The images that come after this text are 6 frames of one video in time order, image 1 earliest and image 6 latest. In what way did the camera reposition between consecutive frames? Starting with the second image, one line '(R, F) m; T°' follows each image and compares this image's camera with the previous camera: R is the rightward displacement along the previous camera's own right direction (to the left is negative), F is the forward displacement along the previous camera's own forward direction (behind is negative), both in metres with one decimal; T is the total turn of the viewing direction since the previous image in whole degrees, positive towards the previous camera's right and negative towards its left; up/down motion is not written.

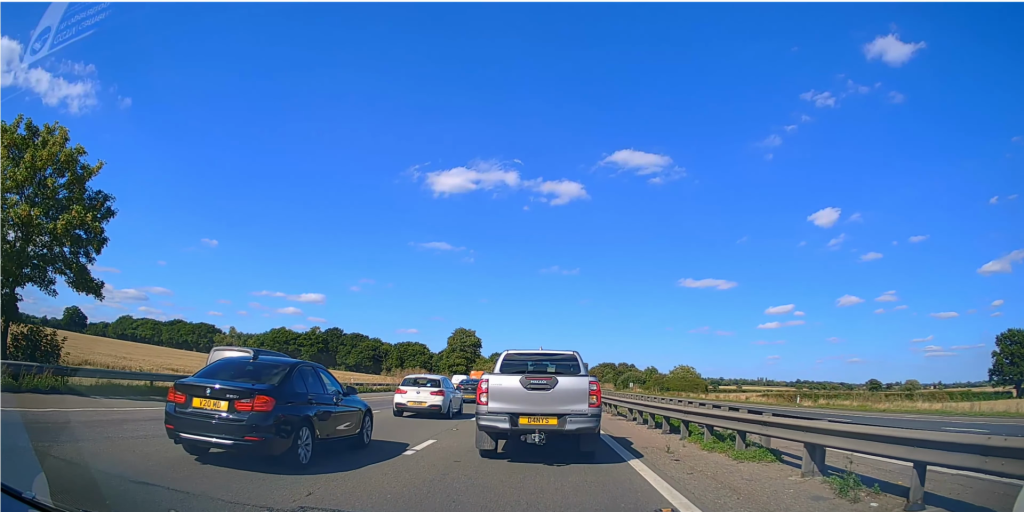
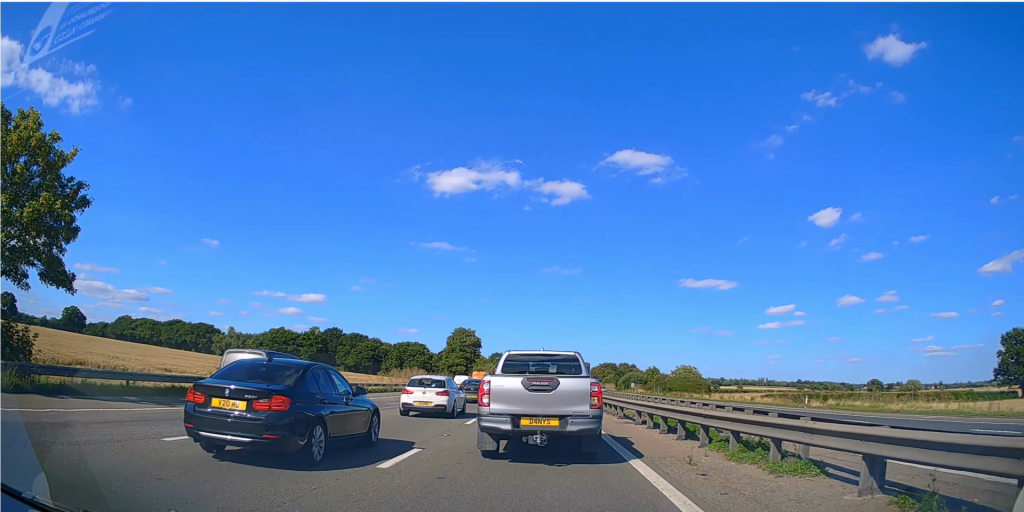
(-0.1, +1.7) m; +1°
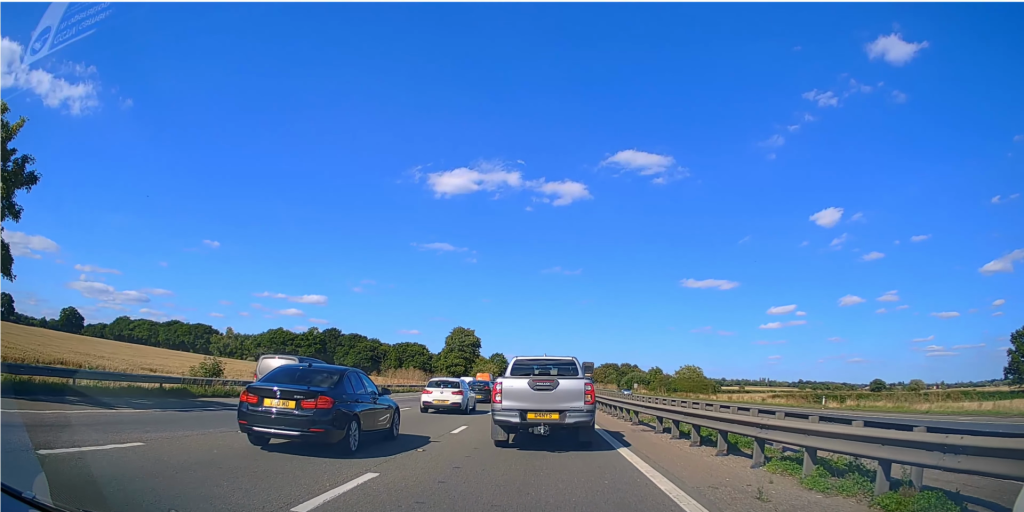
(+0.2, +3.2) m; +1°
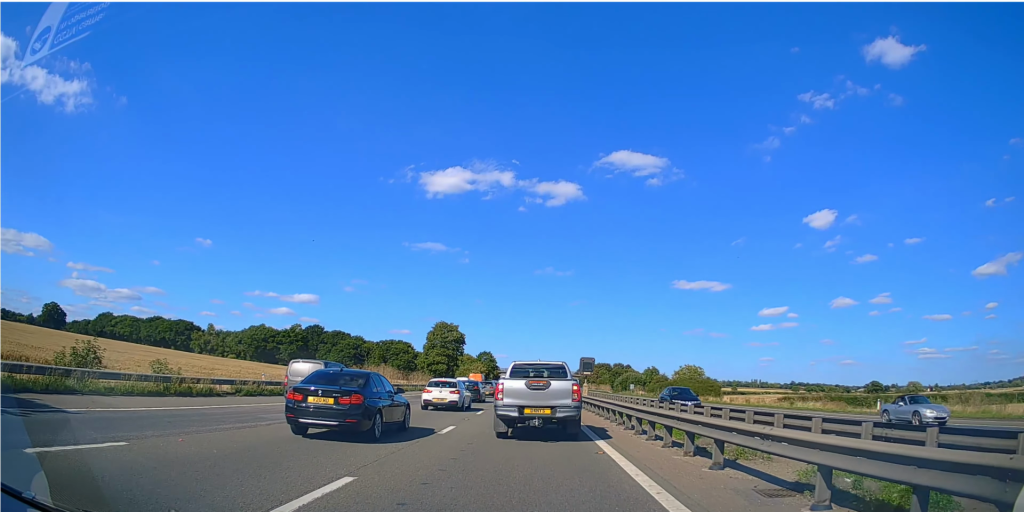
(0.0, +8.9) m; +1°
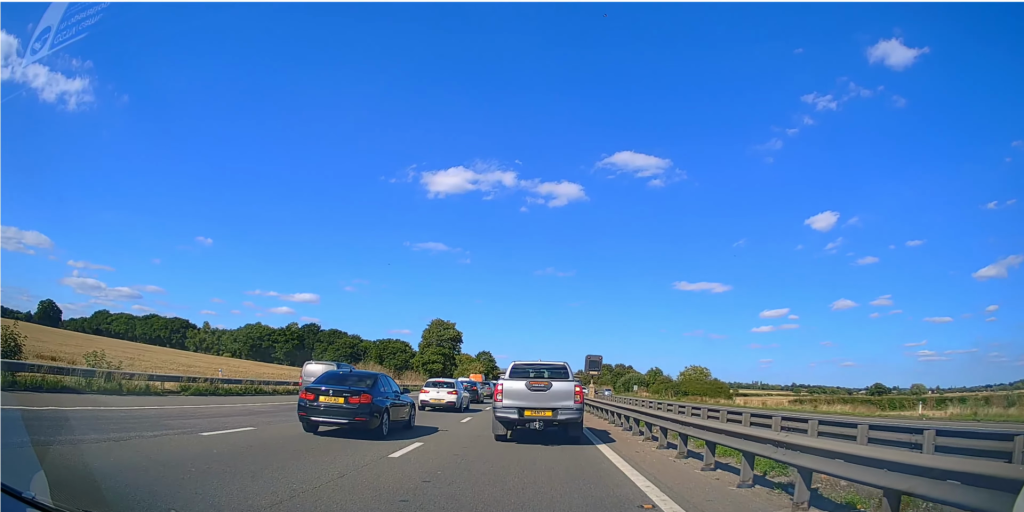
(0.0, +4.7) m; -1°
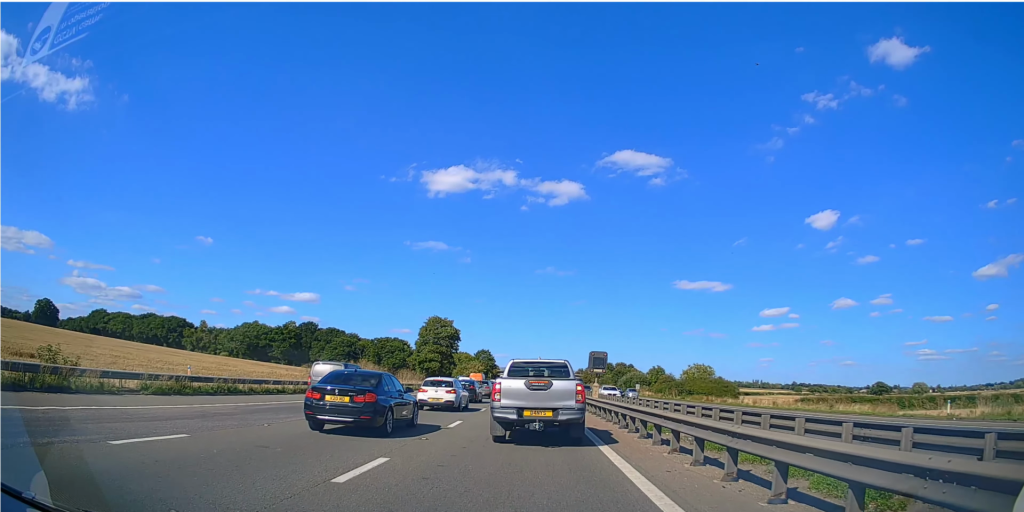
(0.0, +2.6) m; 0°
